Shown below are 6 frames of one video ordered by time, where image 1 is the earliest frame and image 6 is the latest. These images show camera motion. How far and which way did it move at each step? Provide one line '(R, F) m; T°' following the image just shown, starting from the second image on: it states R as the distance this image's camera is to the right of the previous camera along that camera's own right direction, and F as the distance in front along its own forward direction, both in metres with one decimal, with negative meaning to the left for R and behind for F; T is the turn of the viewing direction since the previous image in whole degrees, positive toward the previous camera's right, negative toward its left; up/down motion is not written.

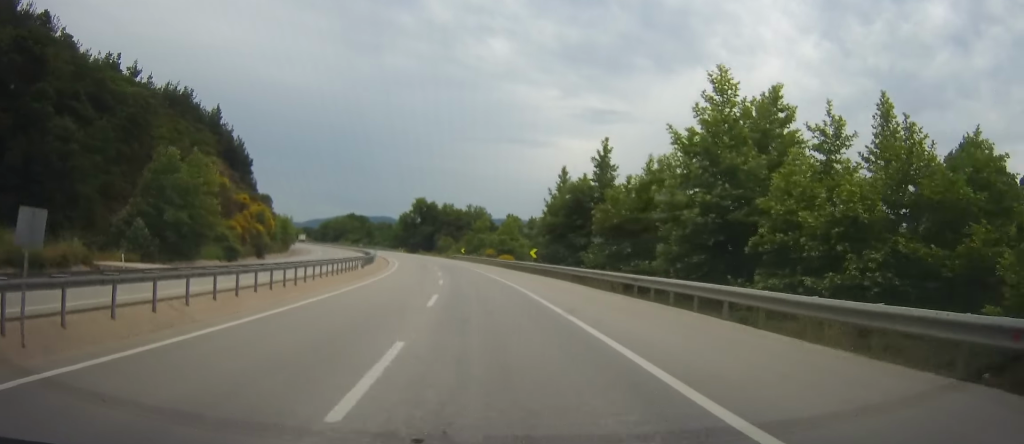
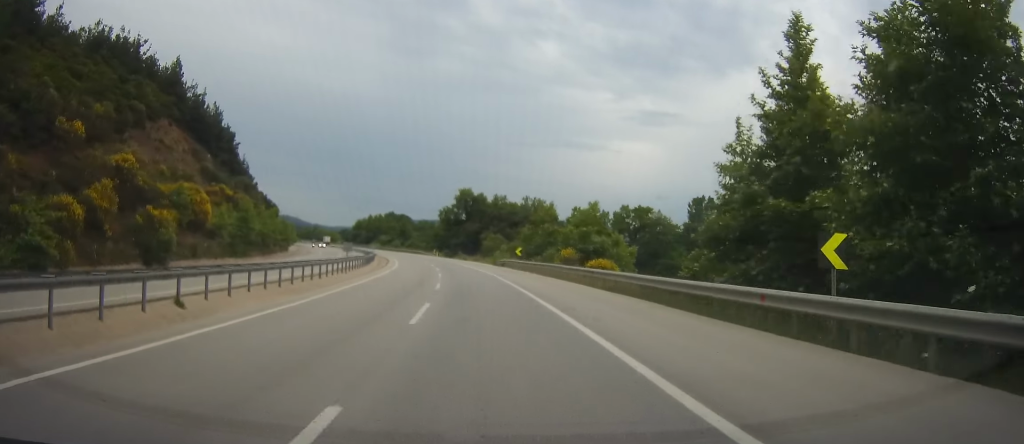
(-1.0, +40.5) m; -4°
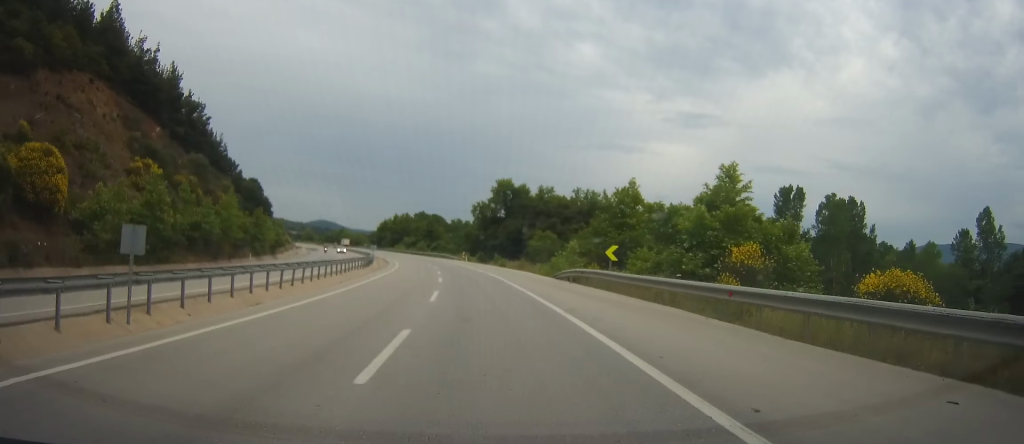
(-1.3, +30.7) m; -4°
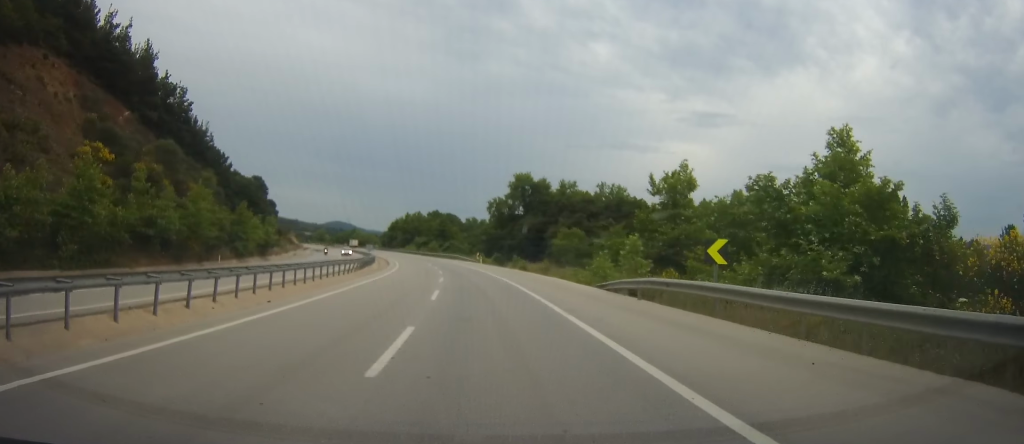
(-0.2, +12.2) m; -1°
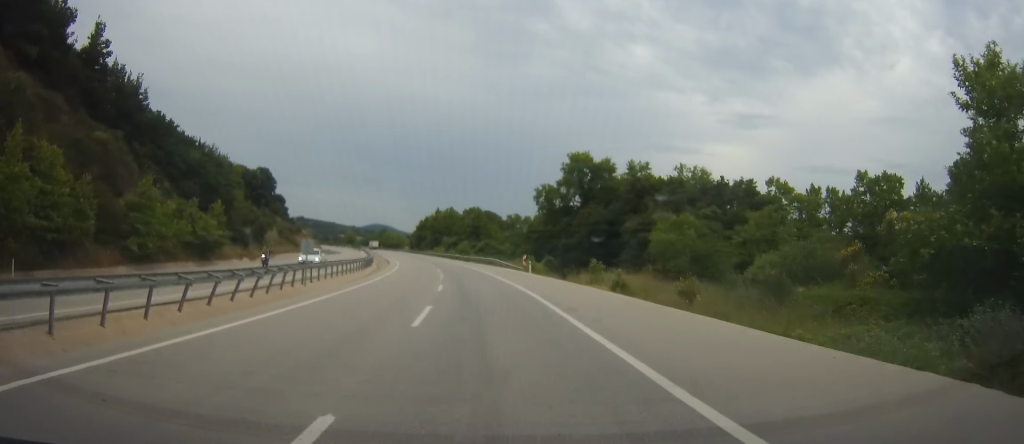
(-0.9, +31.7) m; -4°
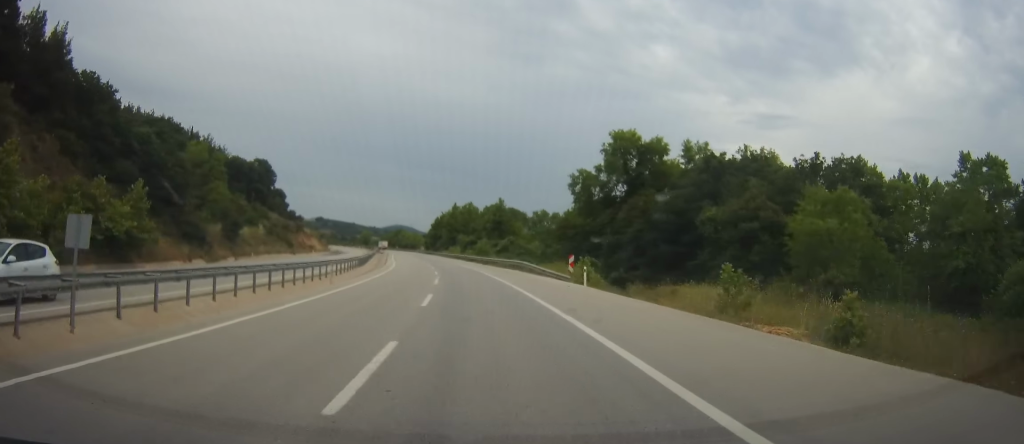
(-0.6, +19.2) m; -1°
